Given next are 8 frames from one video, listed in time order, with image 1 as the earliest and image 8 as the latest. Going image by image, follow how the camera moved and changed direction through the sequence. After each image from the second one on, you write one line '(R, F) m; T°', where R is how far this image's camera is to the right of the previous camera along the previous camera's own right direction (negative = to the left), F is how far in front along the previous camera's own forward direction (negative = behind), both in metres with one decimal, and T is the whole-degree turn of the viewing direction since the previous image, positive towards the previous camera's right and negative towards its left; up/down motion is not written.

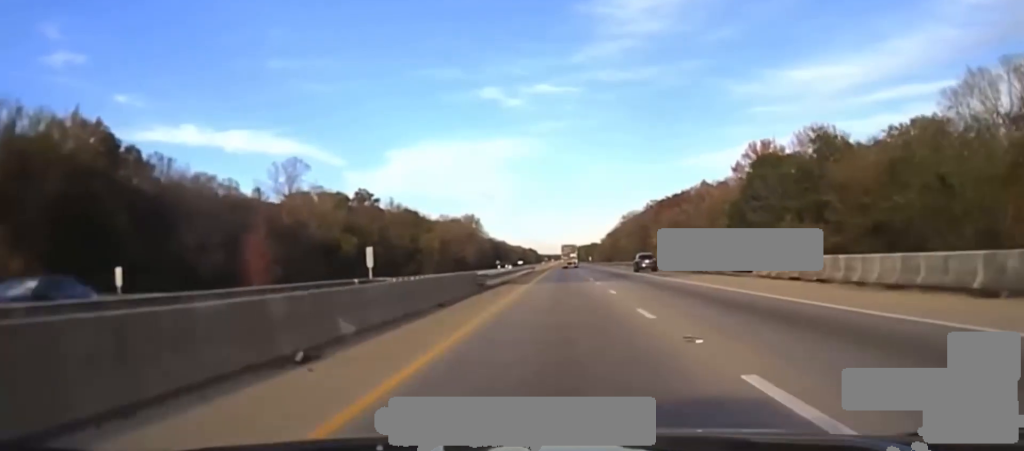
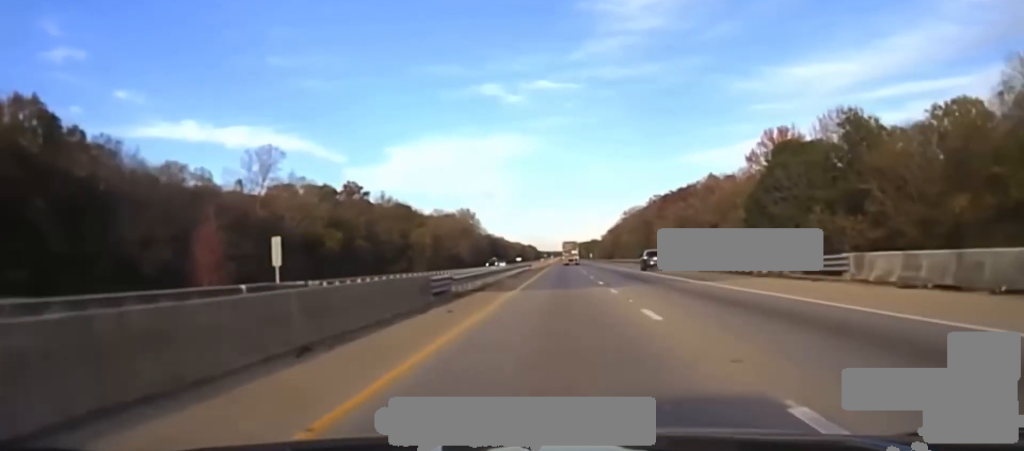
(-0.1, +12.0) m; 0°
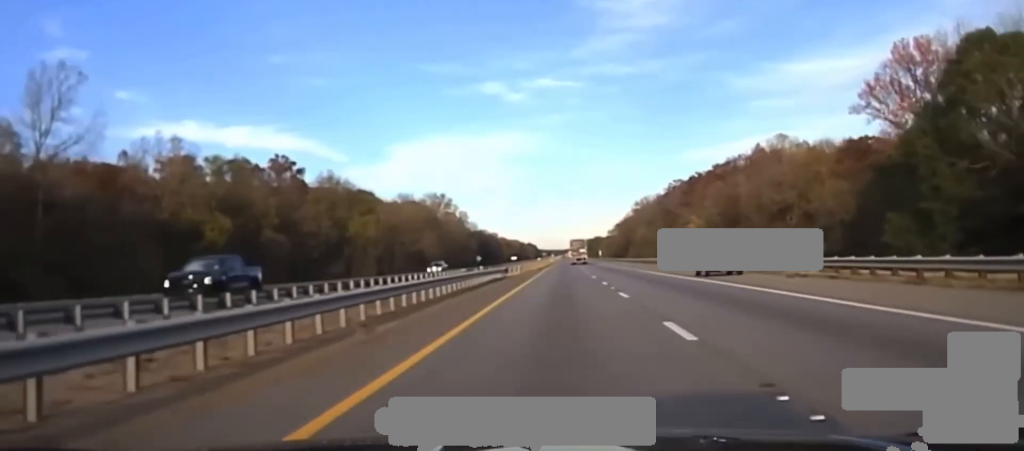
(+0.2, +57.9) m; 0°
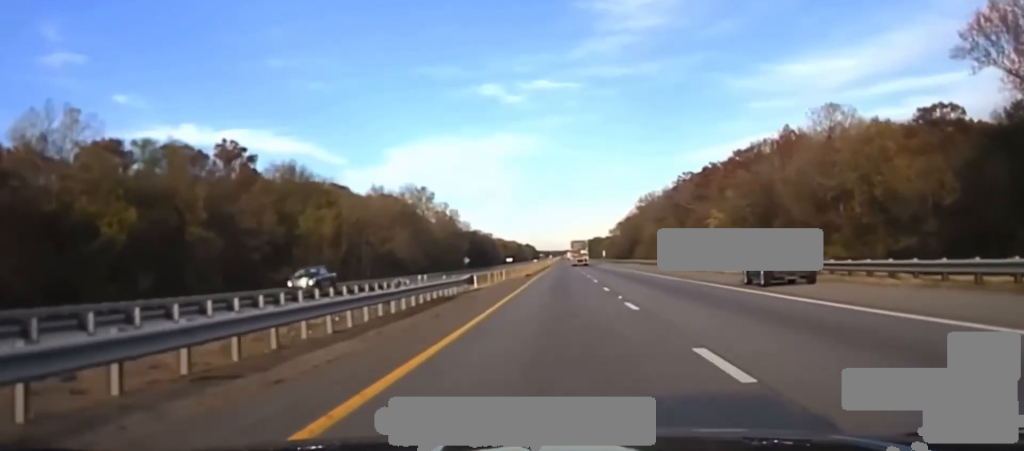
(-0.3, +29.3) m; 0°
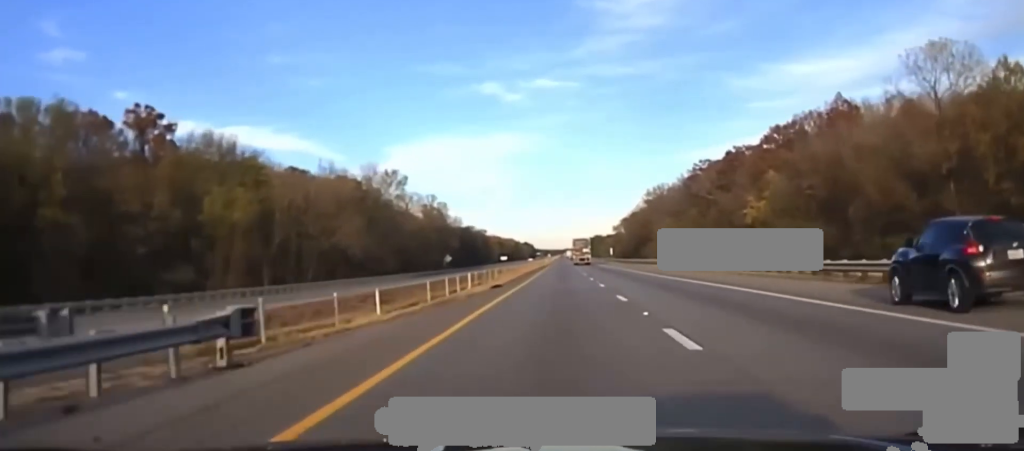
(+0.4, +35.3) m; 0°
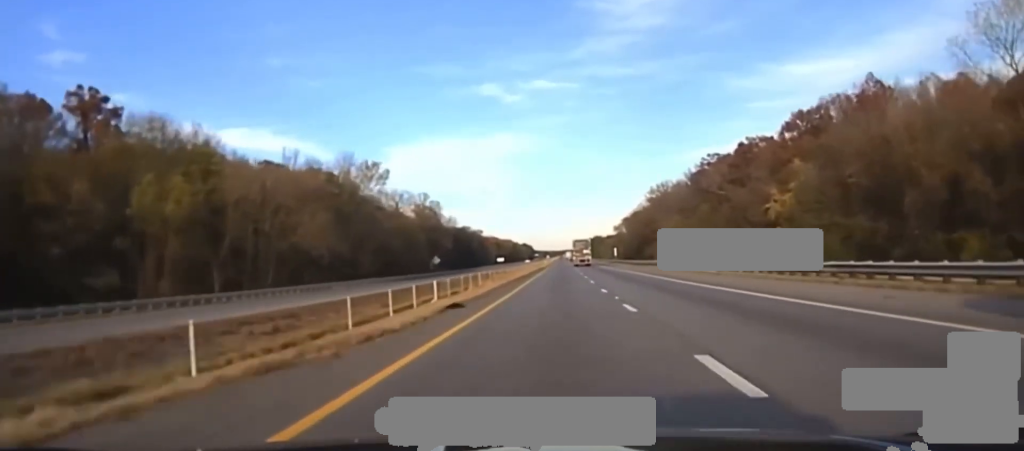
(-0.2, +16.0) m; 0°
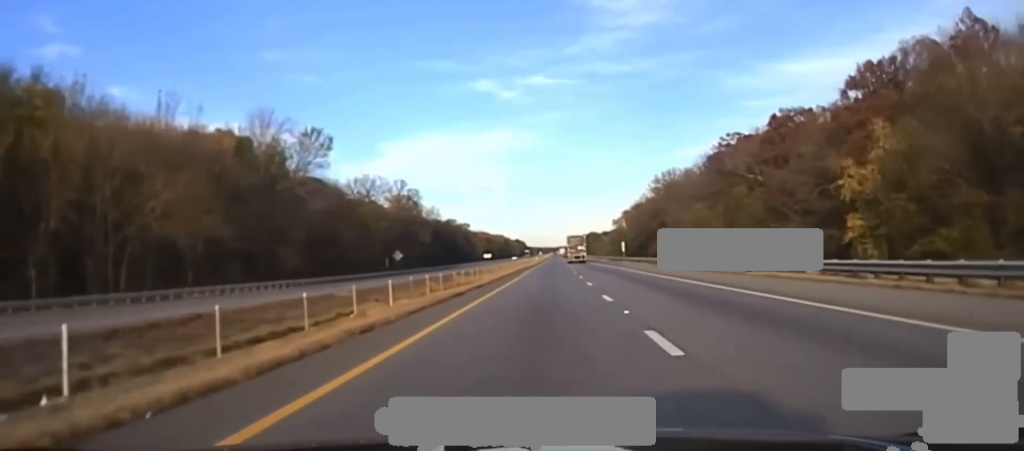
(+0.1, +38.2) m; 0°
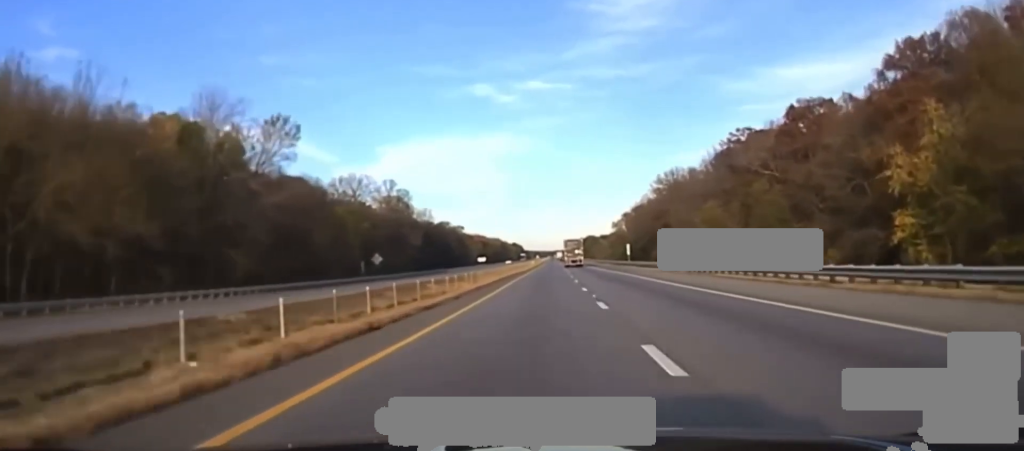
(+0.2, +15.7) m; 0°
